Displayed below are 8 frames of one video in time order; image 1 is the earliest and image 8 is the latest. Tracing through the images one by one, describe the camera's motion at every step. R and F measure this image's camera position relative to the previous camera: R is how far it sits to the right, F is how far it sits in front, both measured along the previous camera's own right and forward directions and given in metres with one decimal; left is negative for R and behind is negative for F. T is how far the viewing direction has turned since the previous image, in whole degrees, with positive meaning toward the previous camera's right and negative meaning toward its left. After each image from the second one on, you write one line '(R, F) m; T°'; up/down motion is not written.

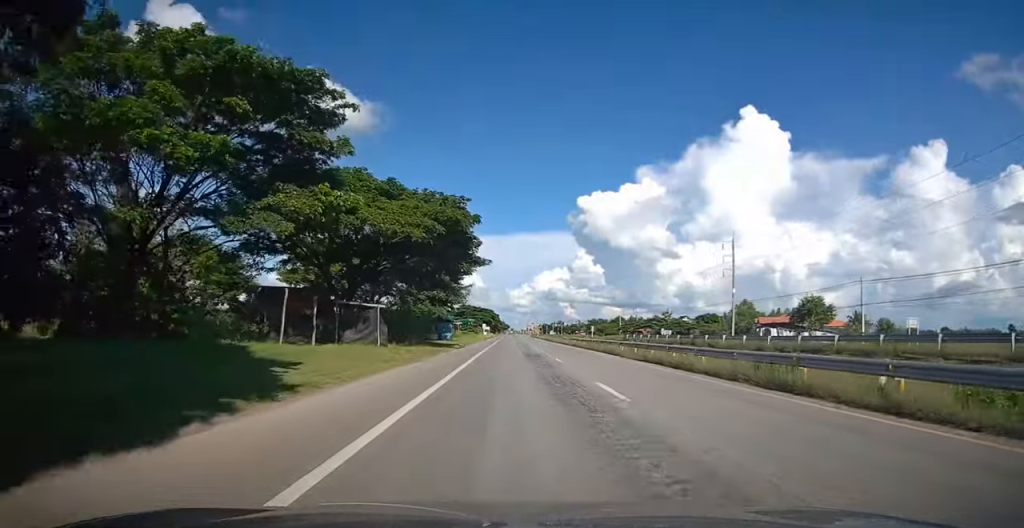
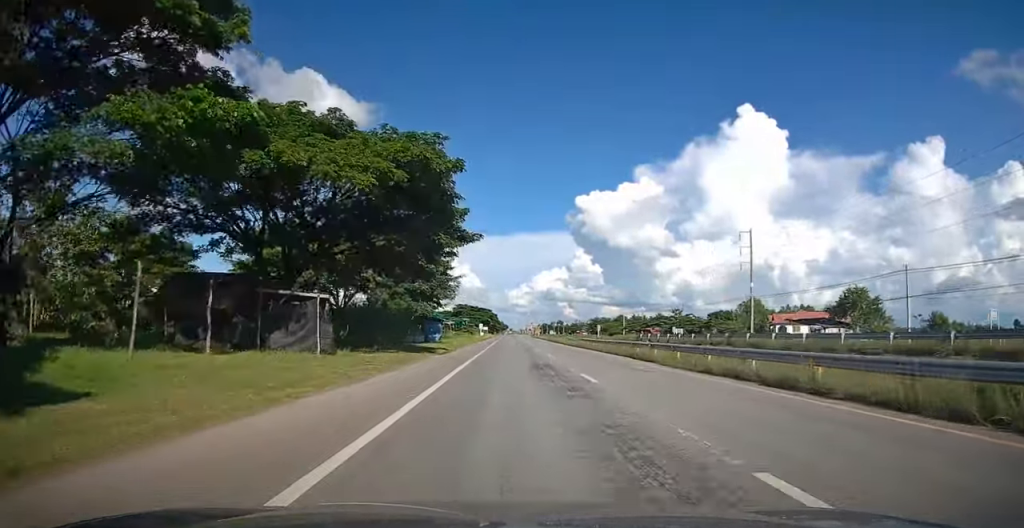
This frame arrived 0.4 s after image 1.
(0.0, +8.9) m; 0°
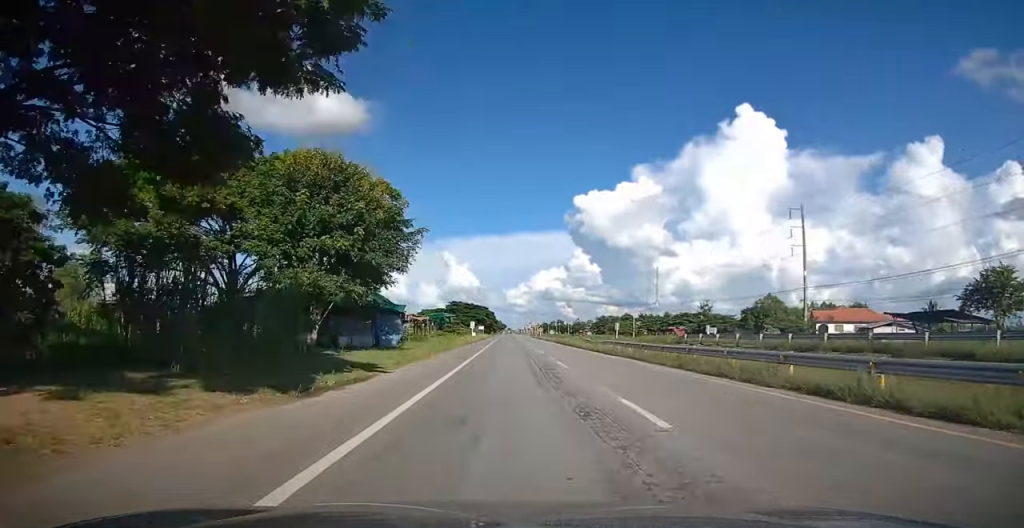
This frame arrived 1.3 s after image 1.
(0.0, +18.7) m; 0°
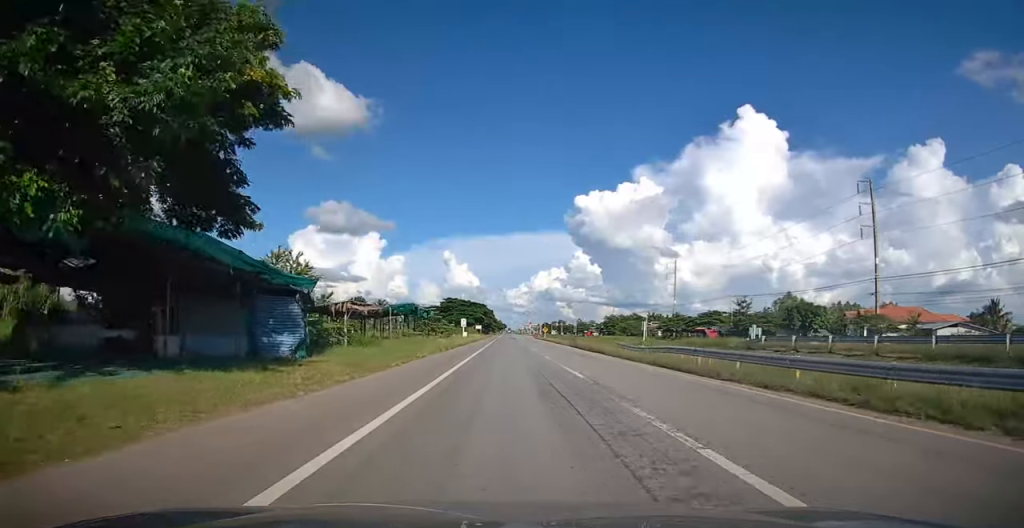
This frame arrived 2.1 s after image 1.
(-0.1, +16.4) m; 0°
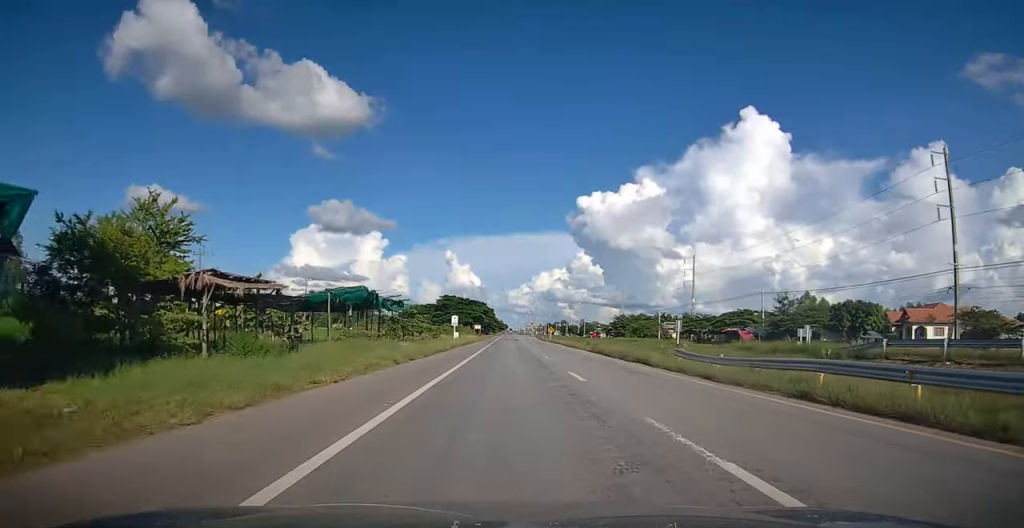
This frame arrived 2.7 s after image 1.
(-0.2, +12.5) m; 0°
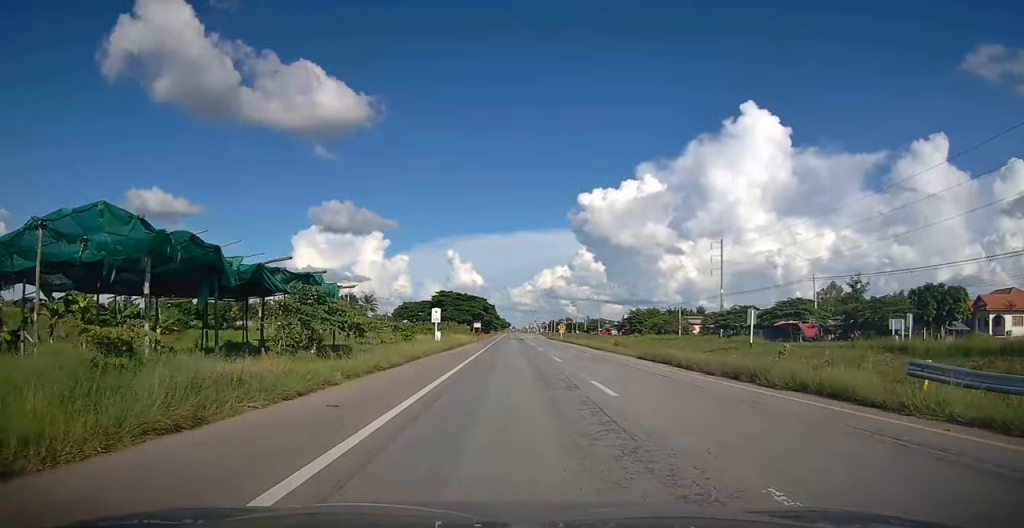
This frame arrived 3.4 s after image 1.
(+0.2, +15.8) m; +1°
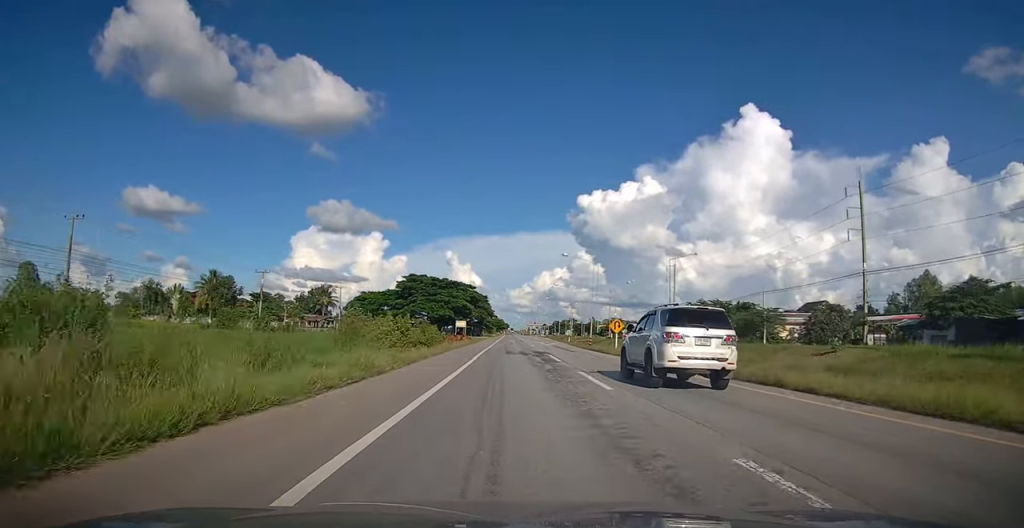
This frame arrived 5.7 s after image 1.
(-0.4, +46.7) m; -1°
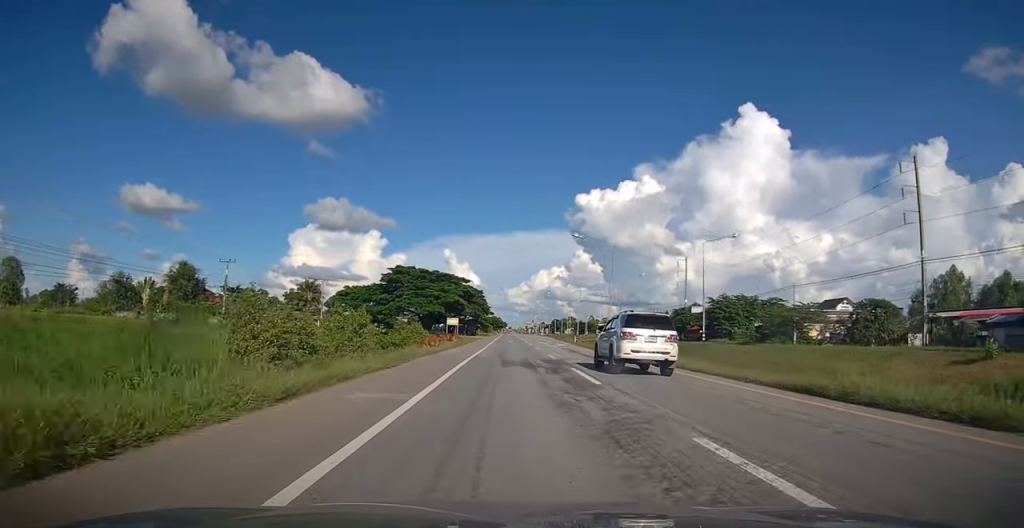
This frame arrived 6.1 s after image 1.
(+0.1, +10.1) m; 0°
